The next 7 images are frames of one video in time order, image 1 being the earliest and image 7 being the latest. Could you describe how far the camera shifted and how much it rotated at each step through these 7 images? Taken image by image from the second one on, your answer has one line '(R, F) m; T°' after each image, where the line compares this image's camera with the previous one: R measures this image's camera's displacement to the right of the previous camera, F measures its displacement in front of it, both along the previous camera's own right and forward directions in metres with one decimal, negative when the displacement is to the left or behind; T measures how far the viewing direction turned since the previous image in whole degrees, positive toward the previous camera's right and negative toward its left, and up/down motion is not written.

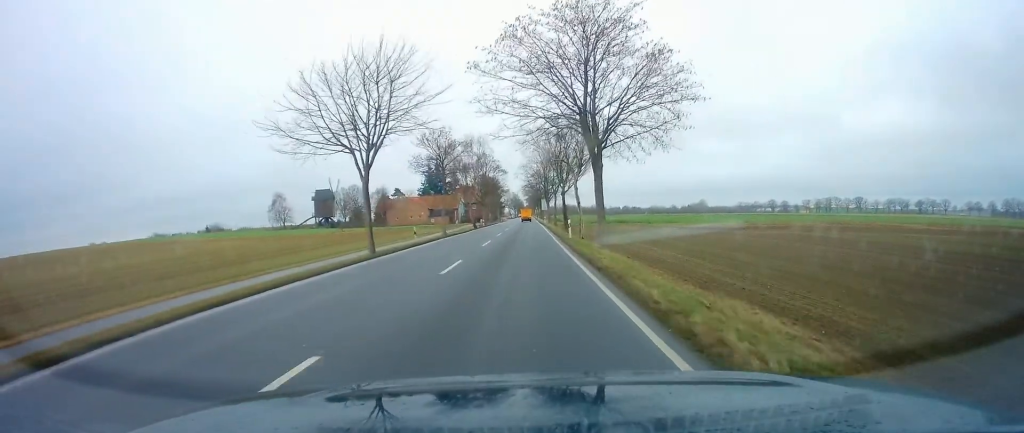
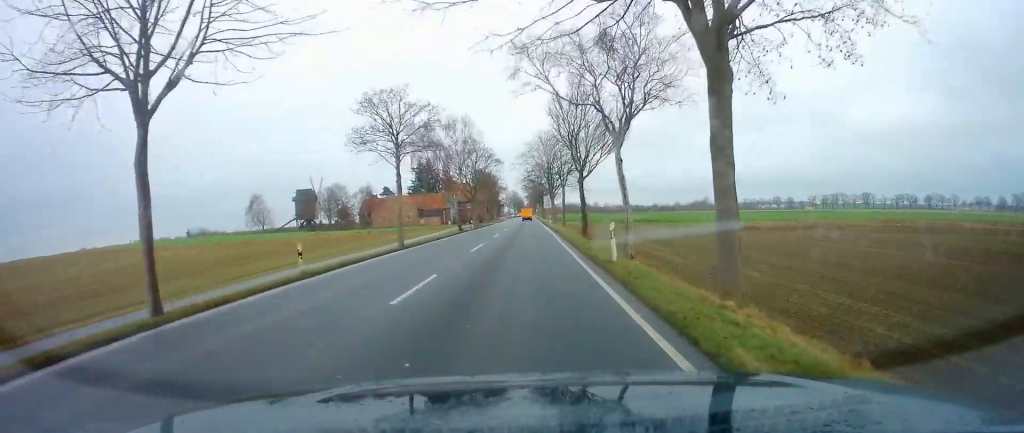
(+0.2, +17.1) m; 0°
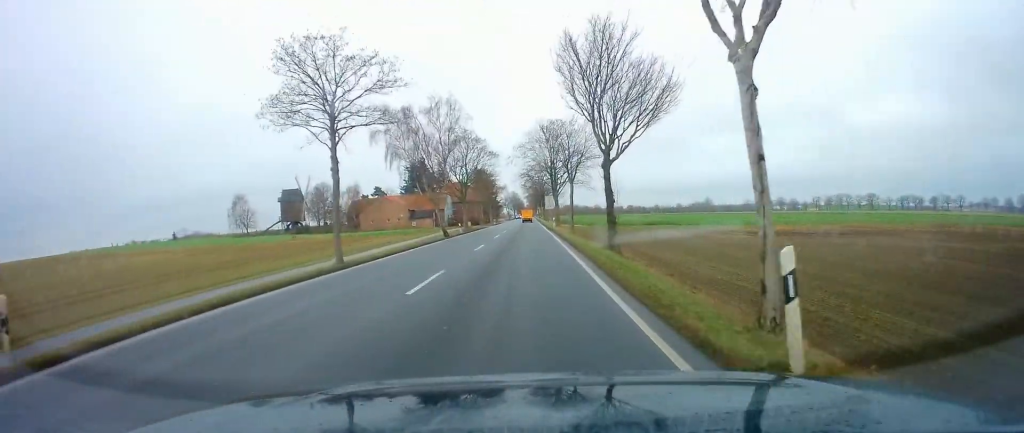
(0.0, +10.8) m; 0°
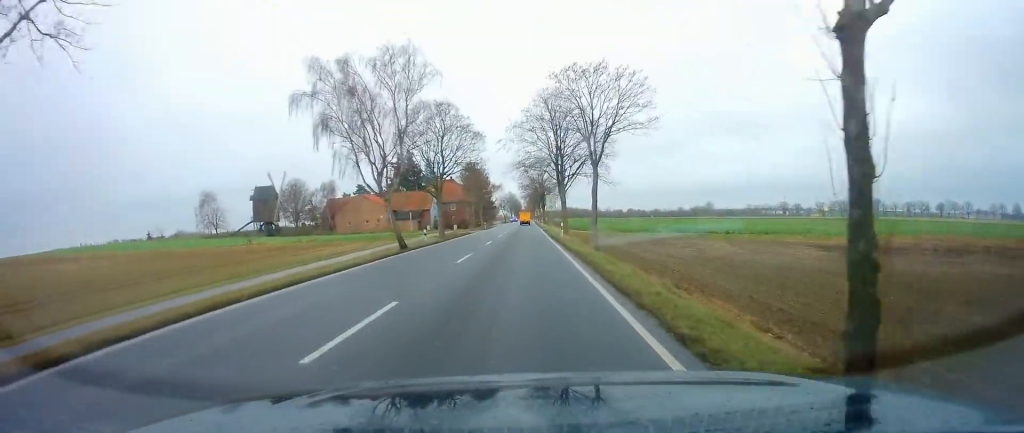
(-0.1, +16.7) m; 0°
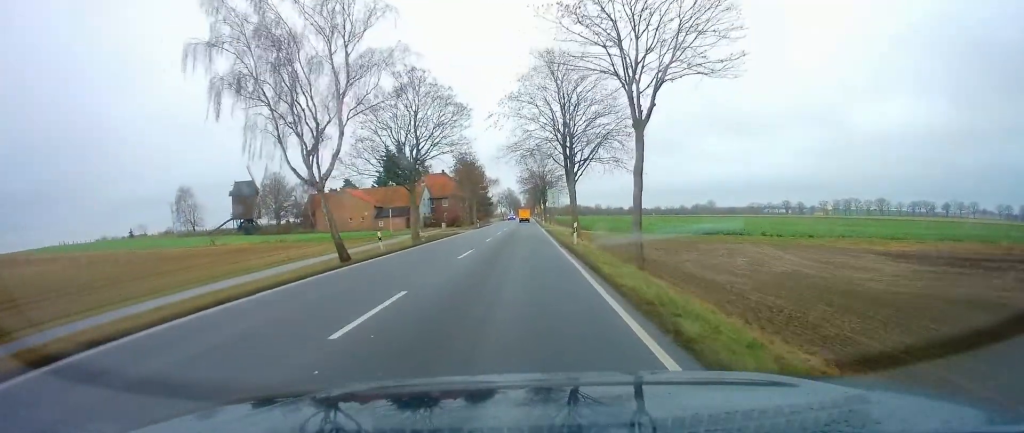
(0.0, +10.9) m; 0°
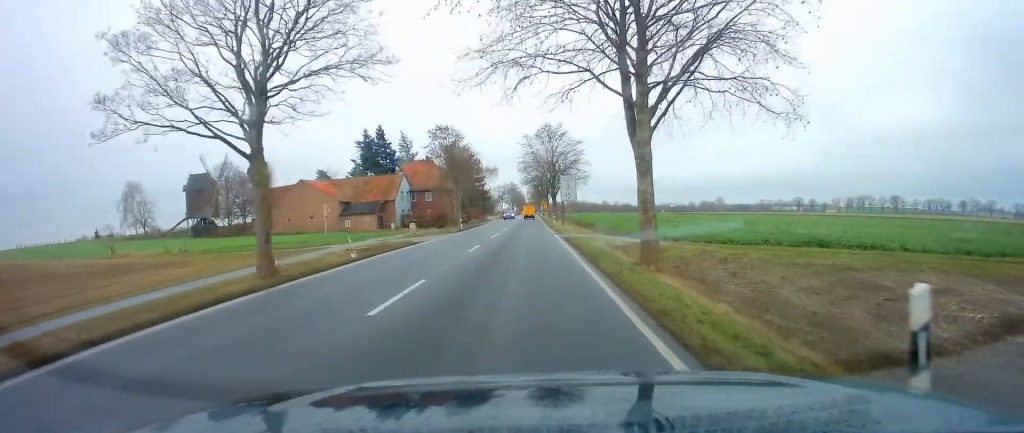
(0.0, +22.4) m; 0°
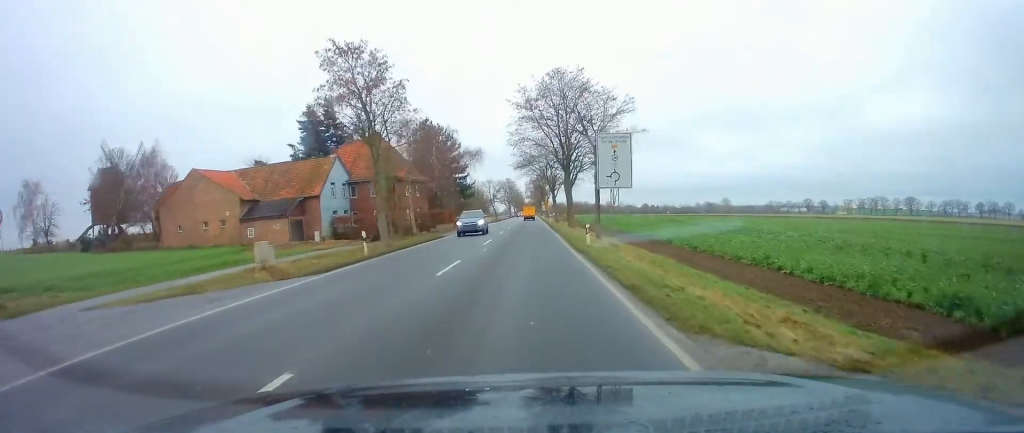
(0.0, +30.9) m; 0°
